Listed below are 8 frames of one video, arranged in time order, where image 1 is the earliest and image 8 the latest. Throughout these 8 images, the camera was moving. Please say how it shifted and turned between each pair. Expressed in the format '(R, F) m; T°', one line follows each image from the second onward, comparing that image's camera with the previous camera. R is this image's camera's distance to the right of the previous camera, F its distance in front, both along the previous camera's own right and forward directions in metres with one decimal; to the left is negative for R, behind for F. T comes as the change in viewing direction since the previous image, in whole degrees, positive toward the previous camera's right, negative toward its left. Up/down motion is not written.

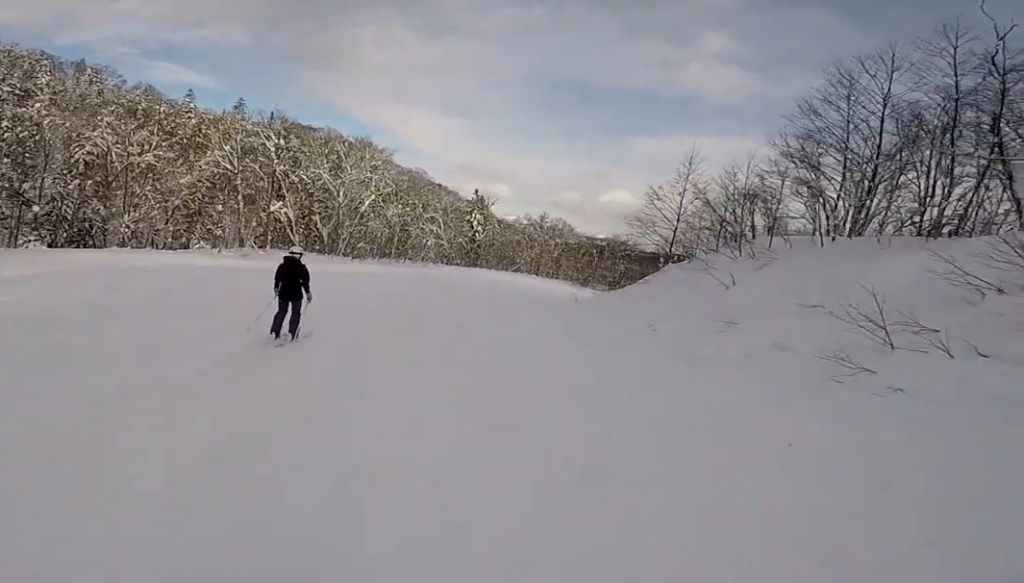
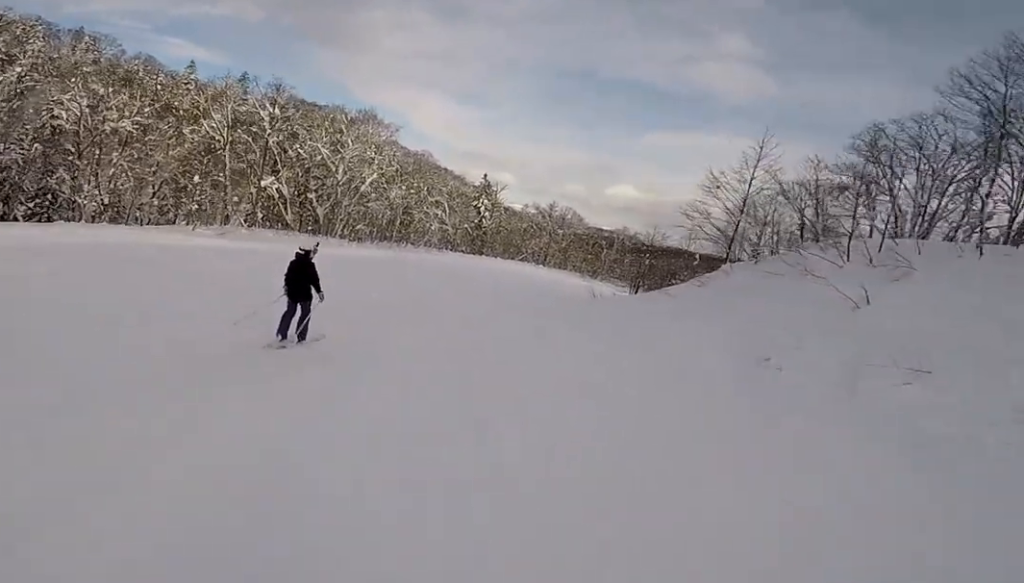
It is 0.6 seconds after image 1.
(-0.5, +5.7) m; +4°
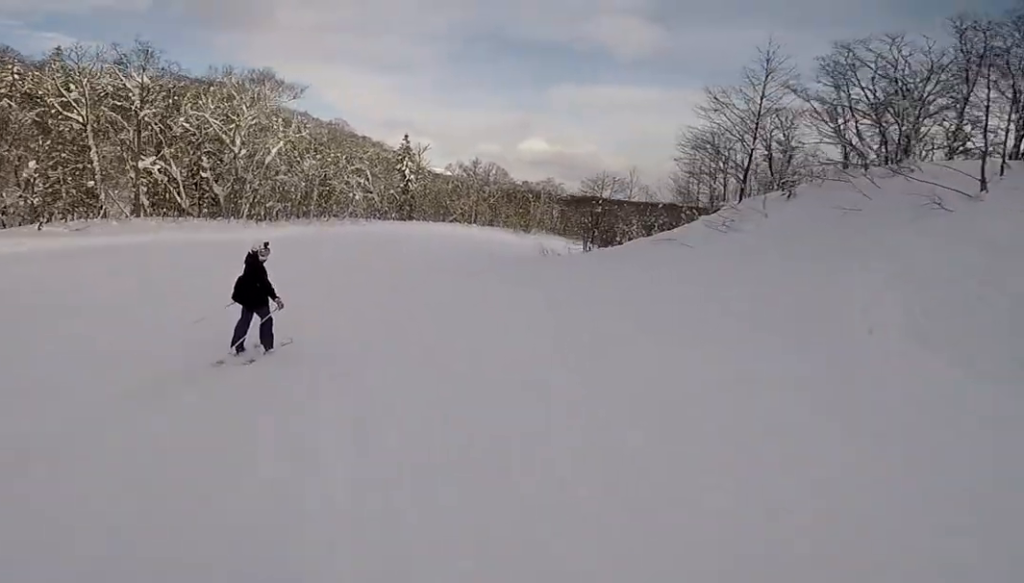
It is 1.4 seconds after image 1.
(+1.0, +7.3) m; +7°
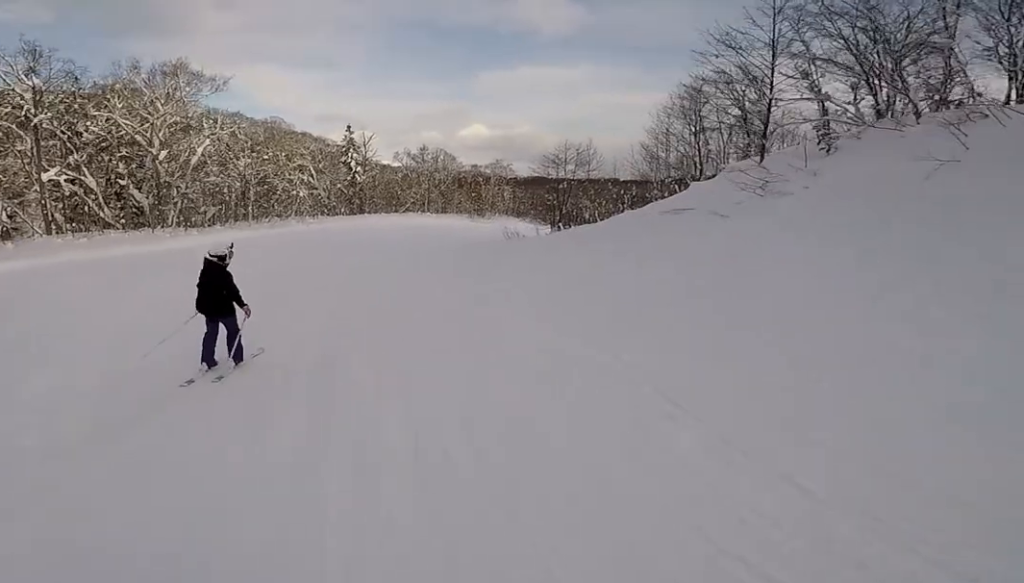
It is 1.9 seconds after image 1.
(+0.3, +4.5) m; +3°
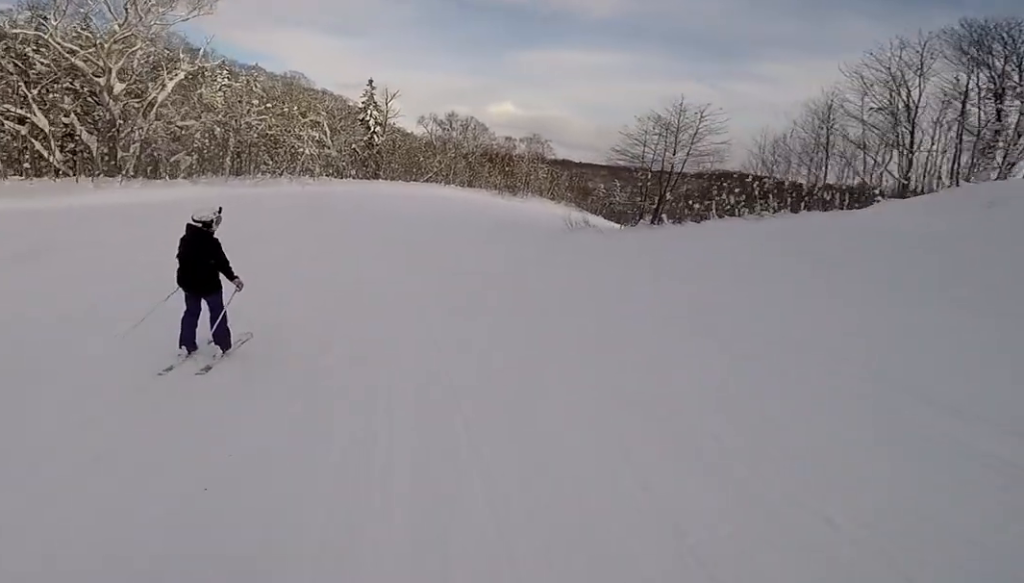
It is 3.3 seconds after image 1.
(-0.1, +12.9) m; +1°
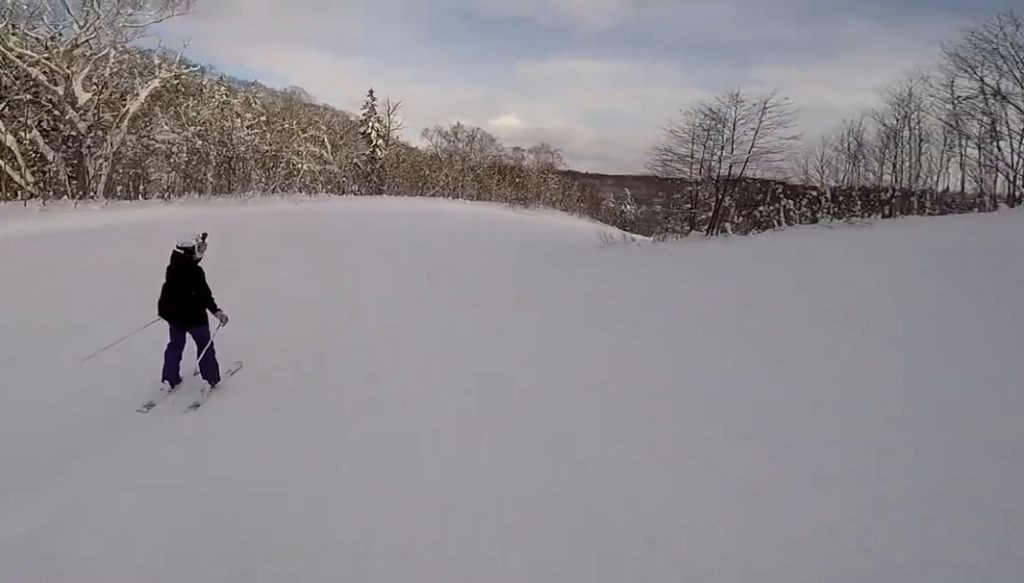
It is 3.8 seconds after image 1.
(+0.1, +5.1) m; +1°
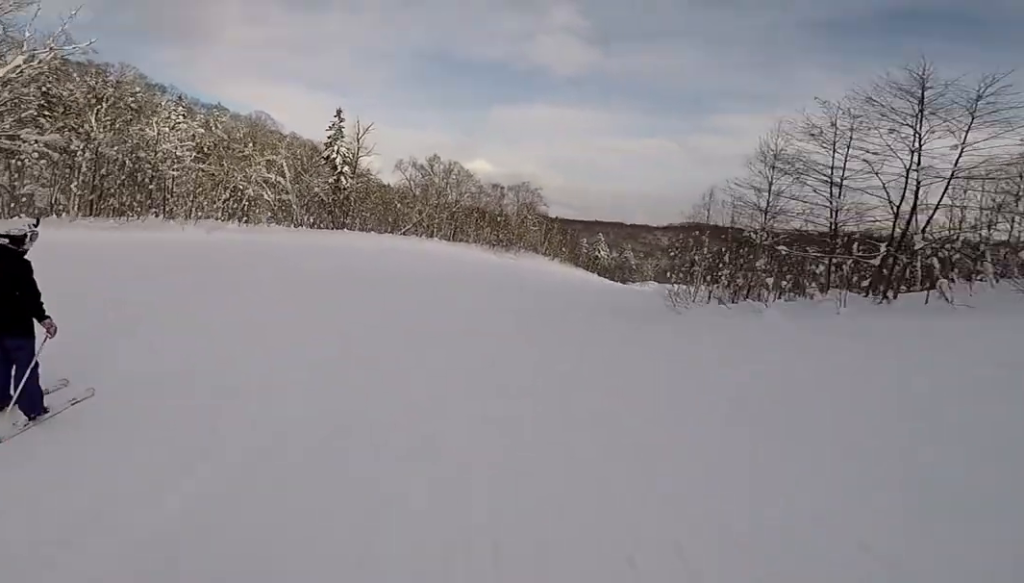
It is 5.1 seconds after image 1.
(0.0, +11.6) m; 0°
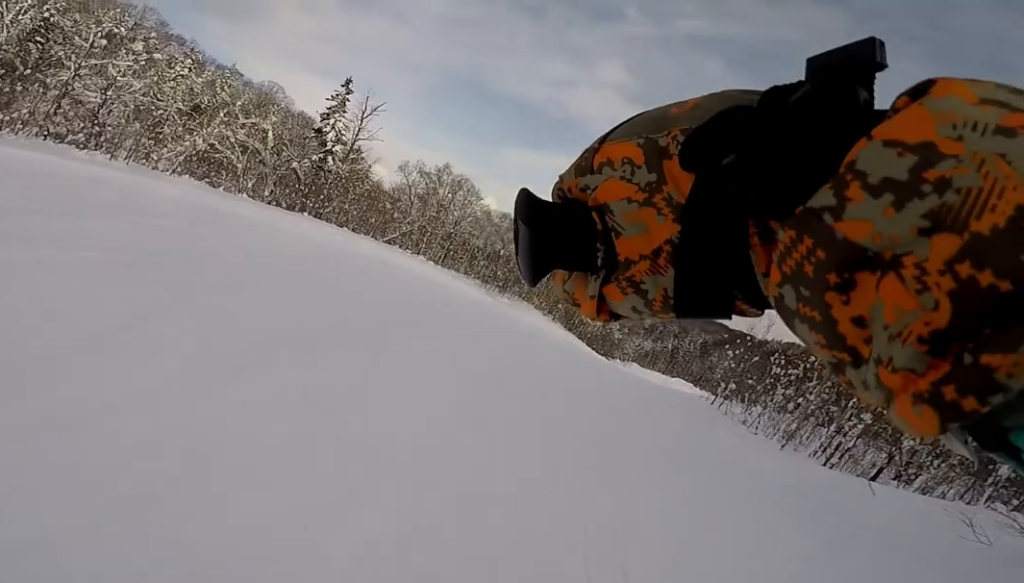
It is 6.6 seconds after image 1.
(0.0, +13.8) m; +7°
